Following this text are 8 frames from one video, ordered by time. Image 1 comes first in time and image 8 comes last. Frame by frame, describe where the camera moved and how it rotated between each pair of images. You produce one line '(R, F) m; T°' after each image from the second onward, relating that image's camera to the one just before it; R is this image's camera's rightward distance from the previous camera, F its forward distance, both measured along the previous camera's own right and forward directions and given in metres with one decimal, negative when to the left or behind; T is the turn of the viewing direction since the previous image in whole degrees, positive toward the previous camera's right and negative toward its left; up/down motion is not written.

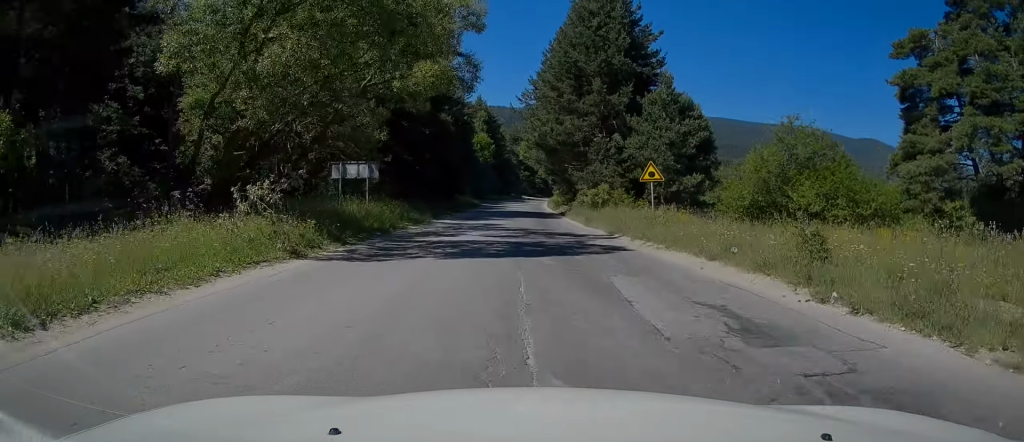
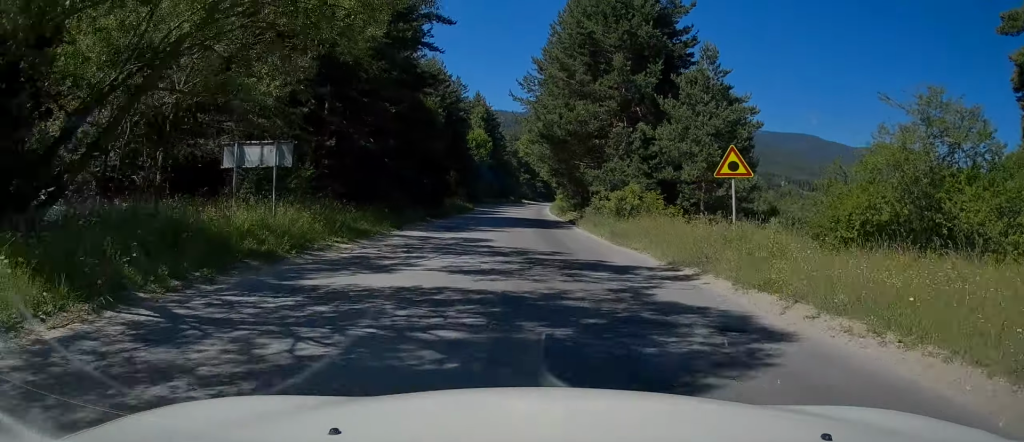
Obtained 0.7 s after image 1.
(0.0, +9.1) m; +1°
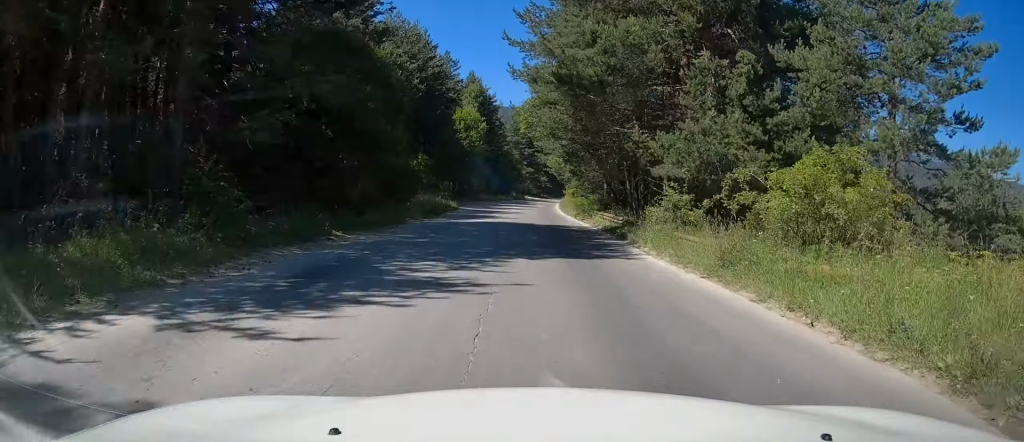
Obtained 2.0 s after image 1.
(+0.1, +16.5) m; -1°
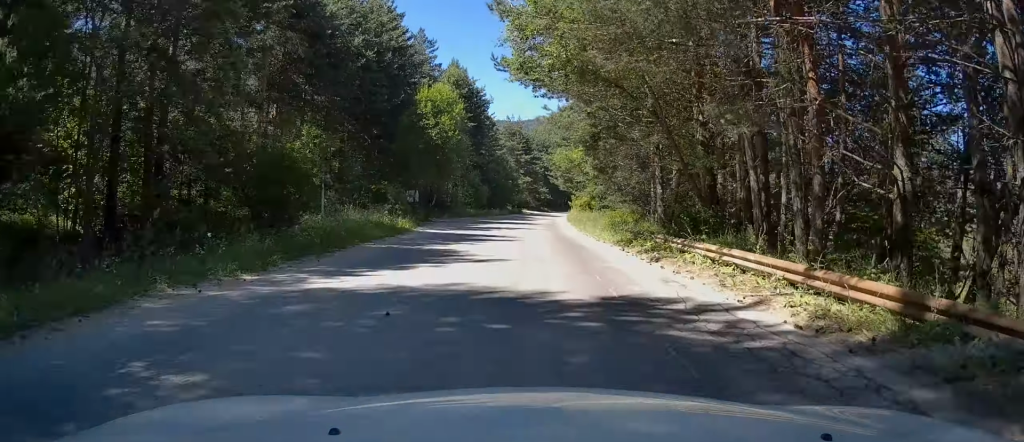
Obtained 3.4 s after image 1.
(-0.4, +18.1) m; -2°
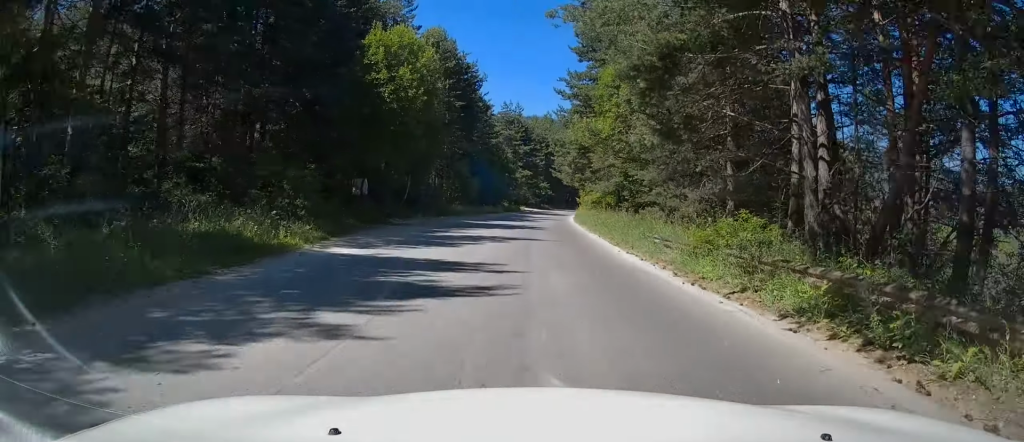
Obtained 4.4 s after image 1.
(-0.3, +13.4) m; +1°
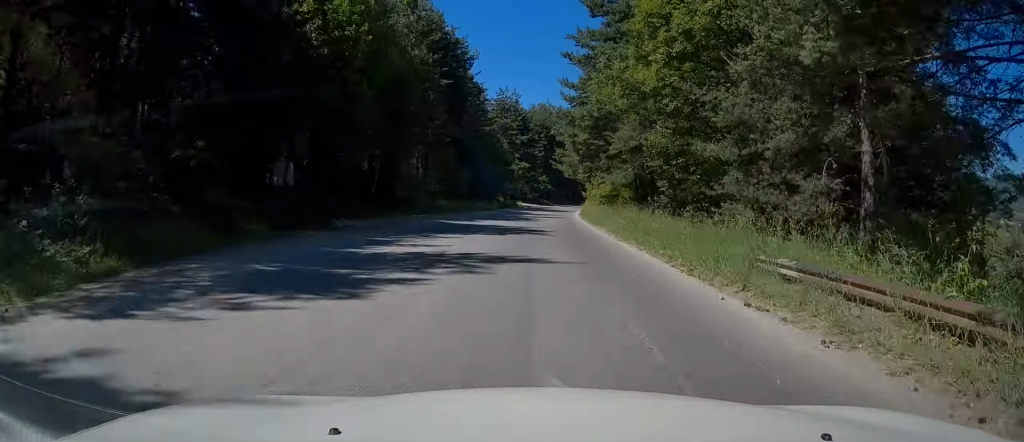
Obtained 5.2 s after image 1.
(+0.3, +9.0) m; +1°
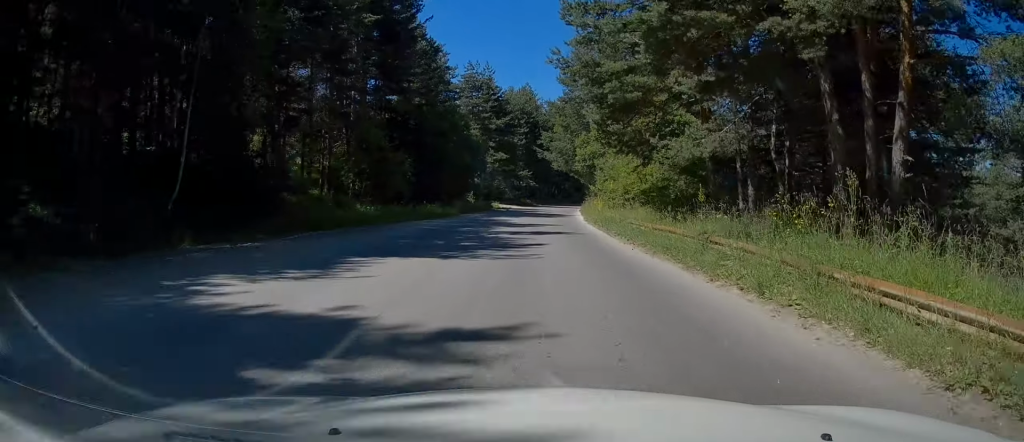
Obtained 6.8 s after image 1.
(0.0, +20.4) m; +1°
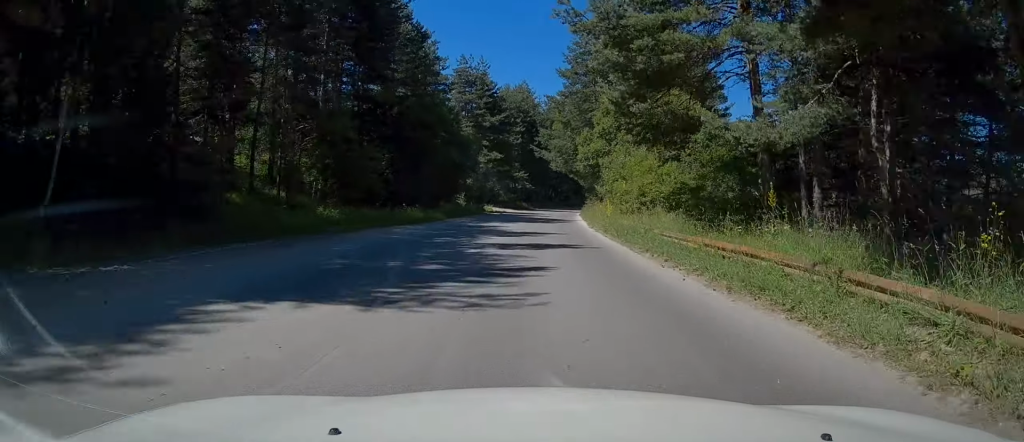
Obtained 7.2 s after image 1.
(+0.1, +5.4) m; +1°
